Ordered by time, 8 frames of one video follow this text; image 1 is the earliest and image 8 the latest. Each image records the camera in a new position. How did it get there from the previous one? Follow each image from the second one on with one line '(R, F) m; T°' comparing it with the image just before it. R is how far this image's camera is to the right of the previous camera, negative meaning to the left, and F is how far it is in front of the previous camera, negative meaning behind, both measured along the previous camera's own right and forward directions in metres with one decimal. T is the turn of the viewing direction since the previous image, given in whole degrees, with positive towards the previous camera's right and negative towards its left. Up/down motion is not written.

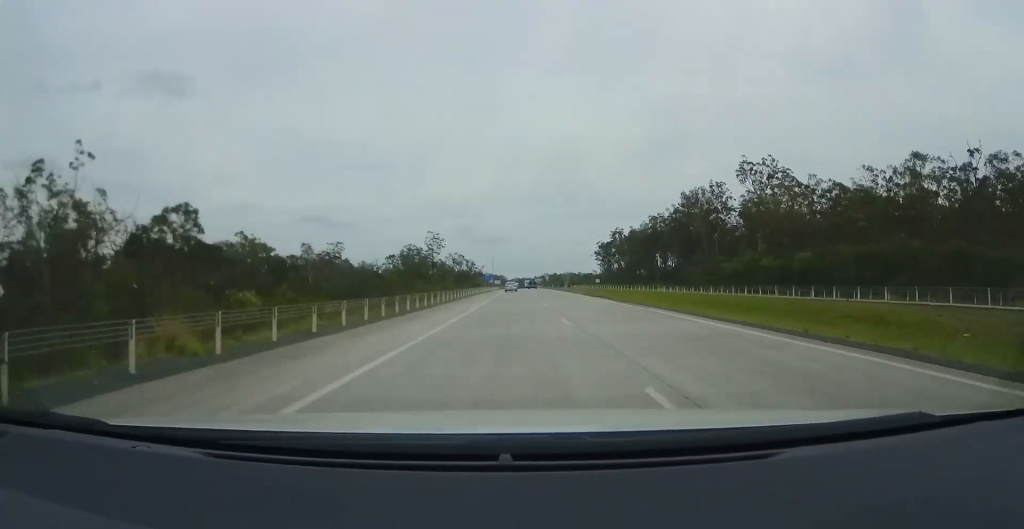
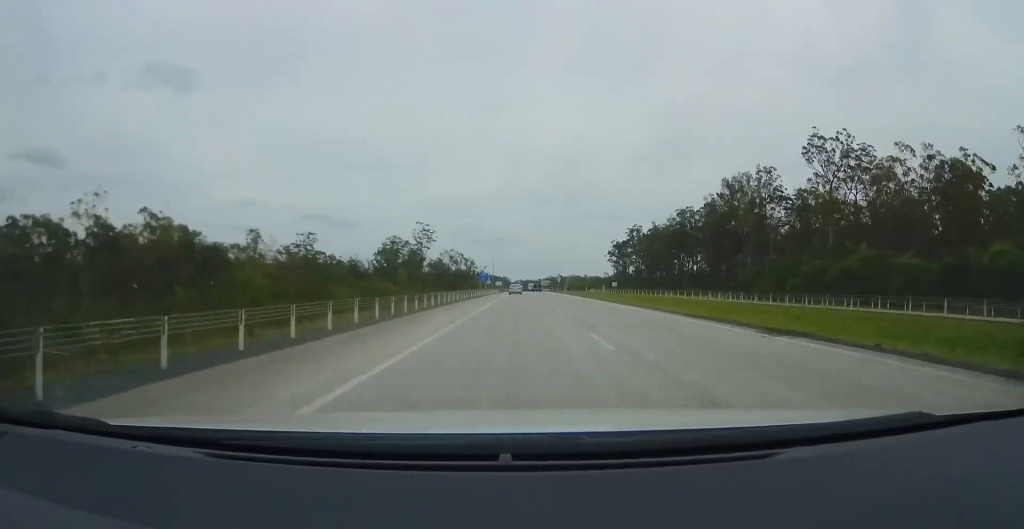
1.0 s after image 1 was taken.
(-0.1, +30.3) m; -1°
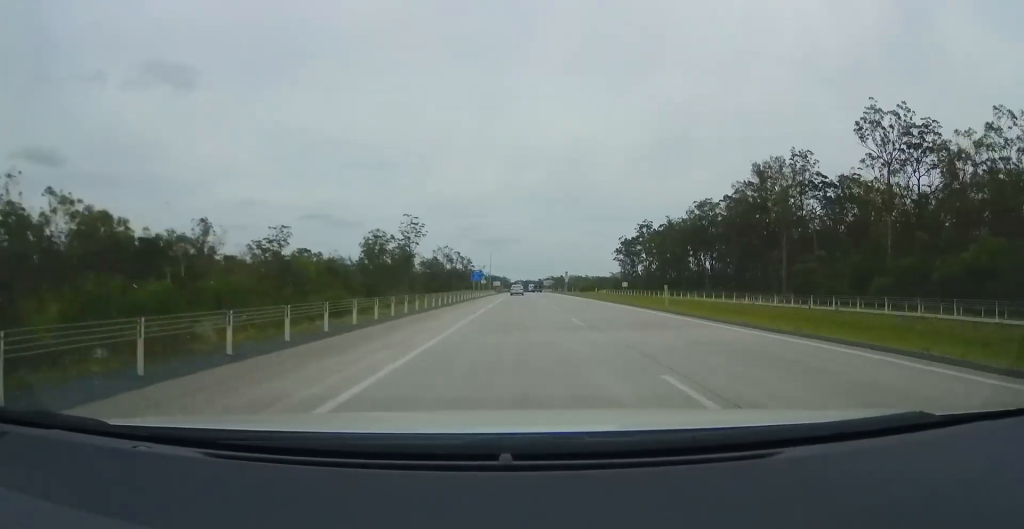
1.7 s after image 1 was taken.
(+0.1, +18.5) m; -1°
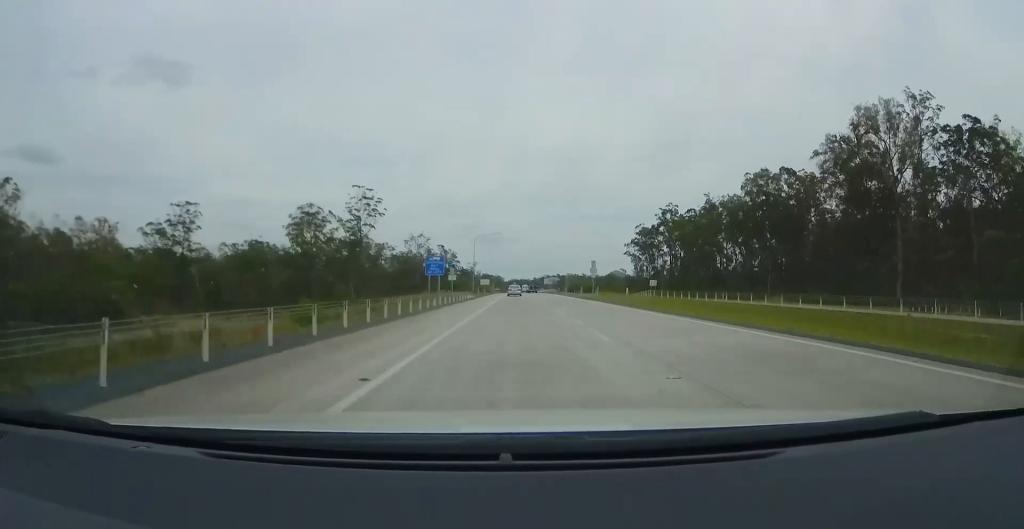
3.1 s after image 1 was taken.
(-0.7, +41.3) m; 0°
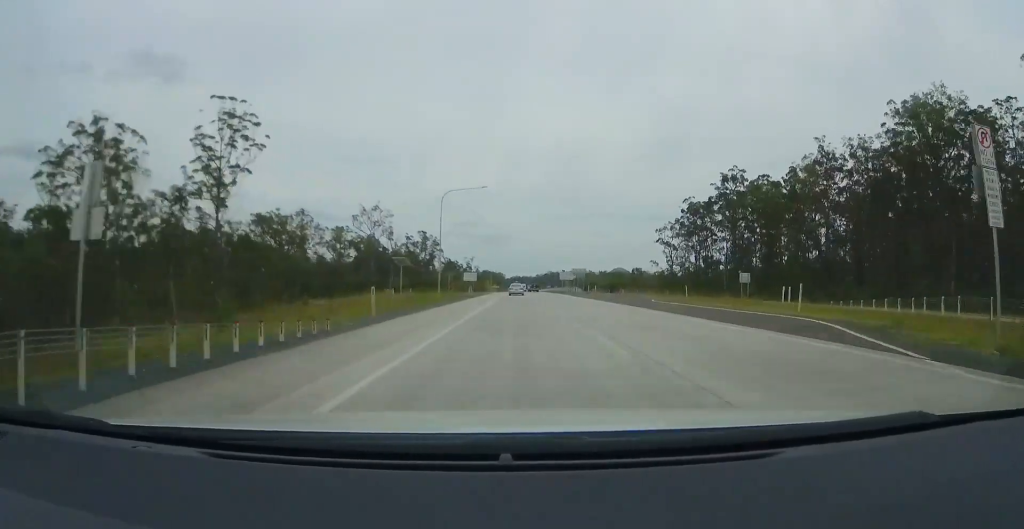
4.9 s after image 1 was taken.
(+0.5, +51.6) m; 0°
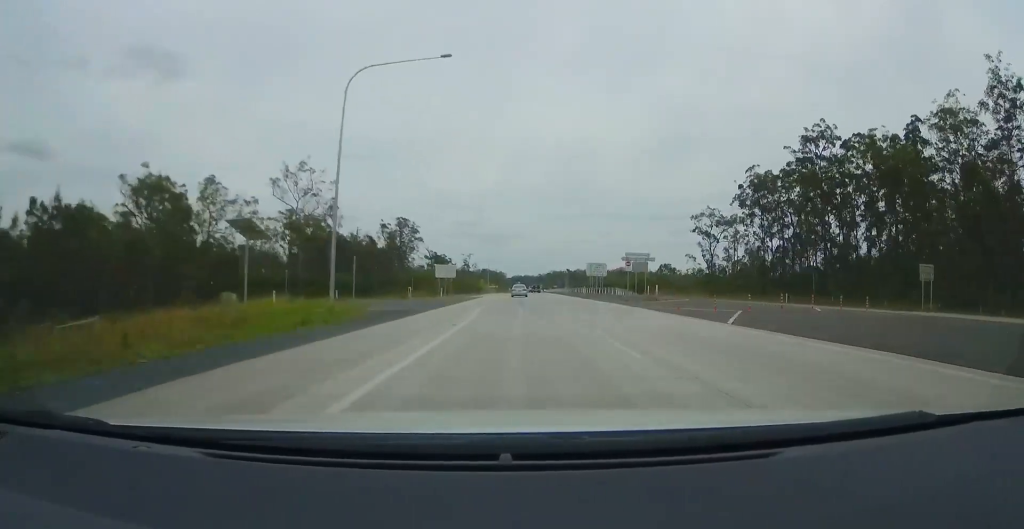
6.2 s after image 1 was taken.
(0.0, +37.0) m; 0°
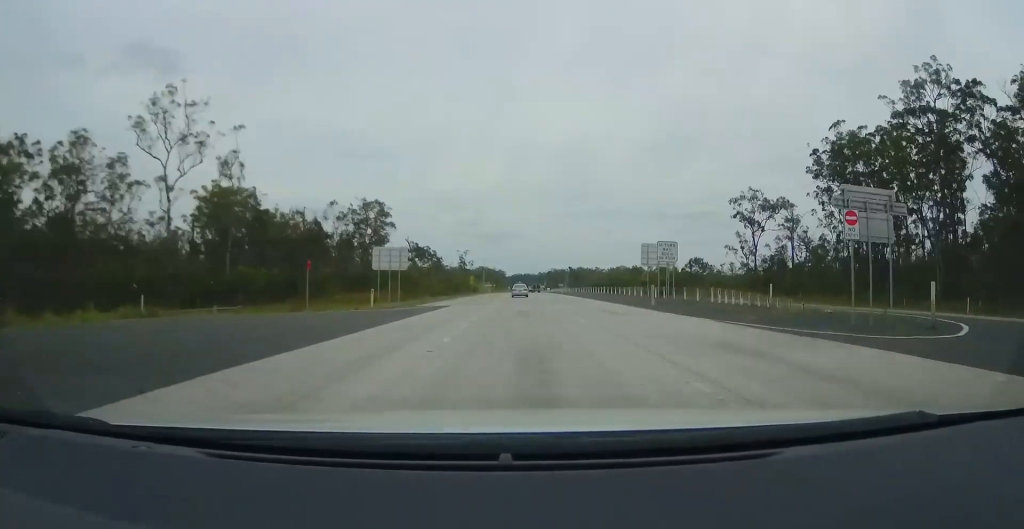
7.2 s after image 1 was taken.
(-0.1, +28.8) m; 0°
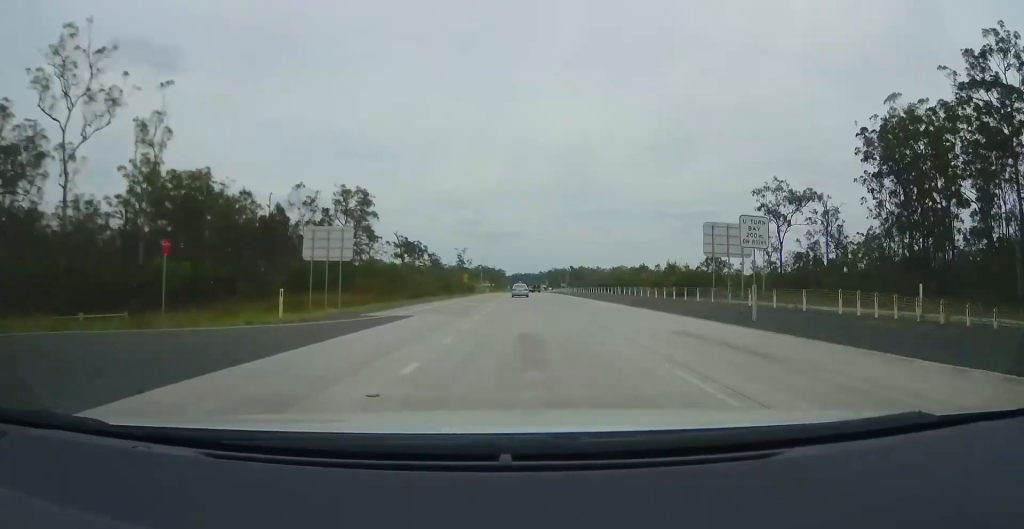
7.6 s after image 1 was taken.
(-0.2, +12.6) m; 0°
